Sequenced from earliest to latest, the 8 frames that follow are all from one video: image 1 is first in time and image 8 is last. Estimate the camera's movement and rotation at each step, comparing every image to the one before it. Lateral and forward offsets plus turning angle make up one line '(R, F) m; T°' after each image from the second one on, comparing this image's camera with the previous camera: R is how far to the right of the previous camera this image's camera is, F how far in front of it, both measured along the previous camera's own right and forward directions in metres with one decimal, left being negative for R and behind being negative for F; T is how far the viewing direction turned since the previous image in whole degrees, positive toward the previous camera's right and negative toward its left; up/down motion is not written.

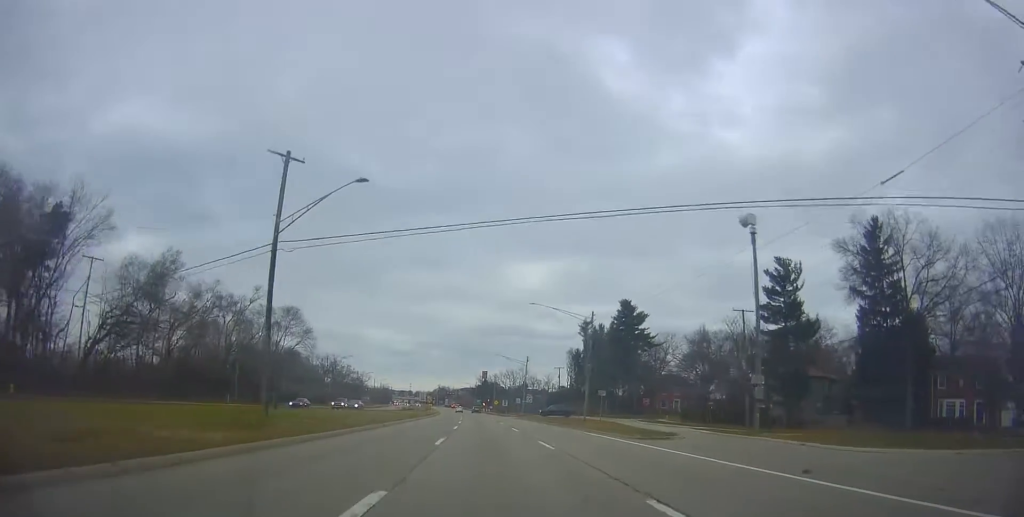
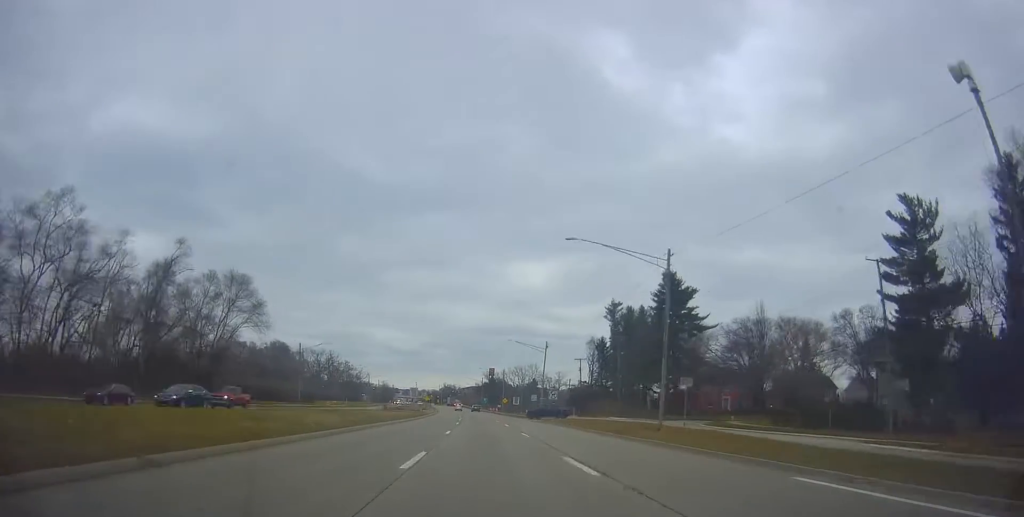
(+0.4, +22.8) m; +1°
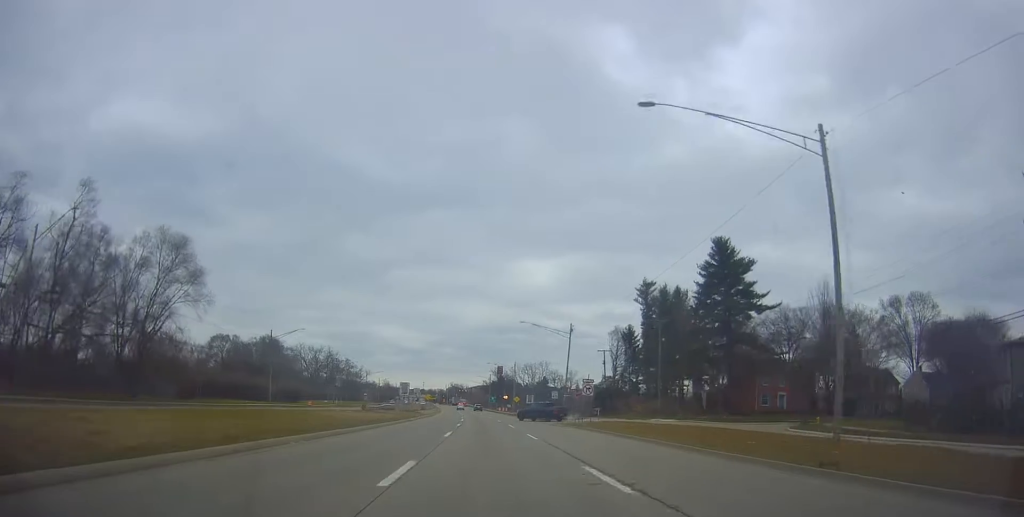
(0.0, +17.6) m; -2°
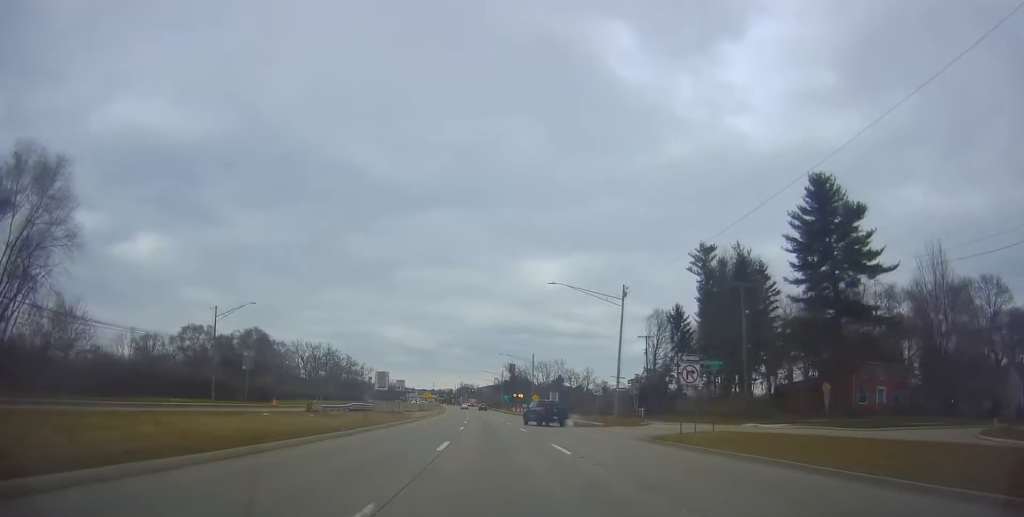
(-0.7, +21.9) m; -2°
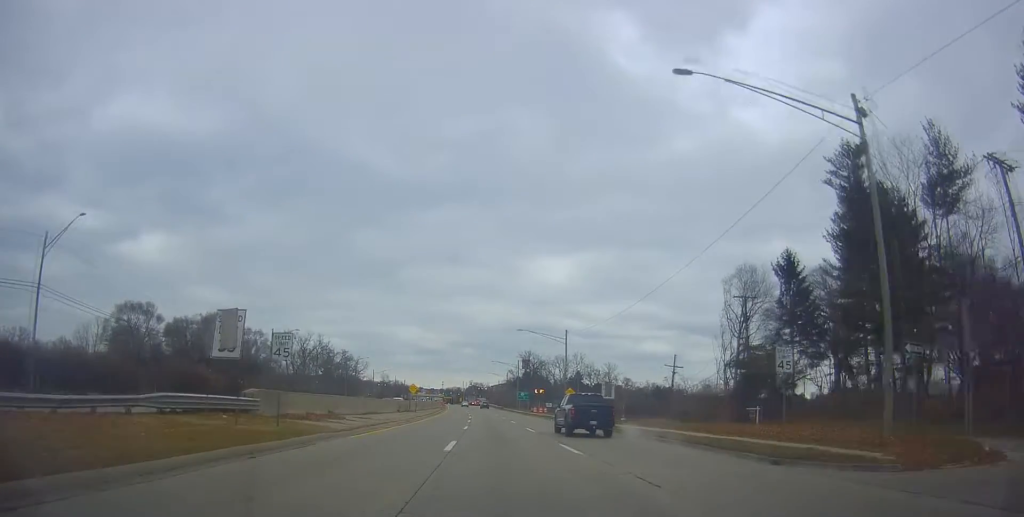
(-0.2, +31.4) m; 0°
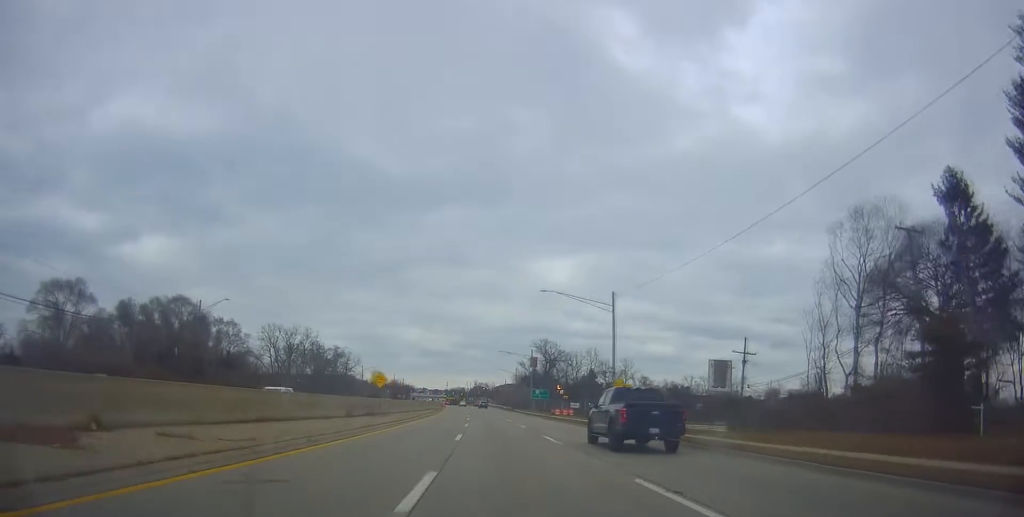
(0.0, +24.7) m; 0°
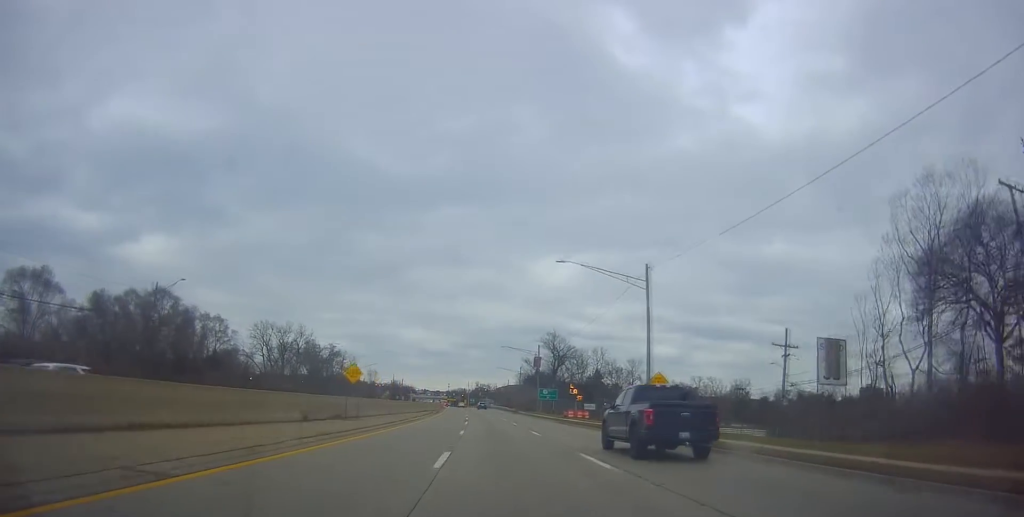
(0.0, +9.9) m; 0°
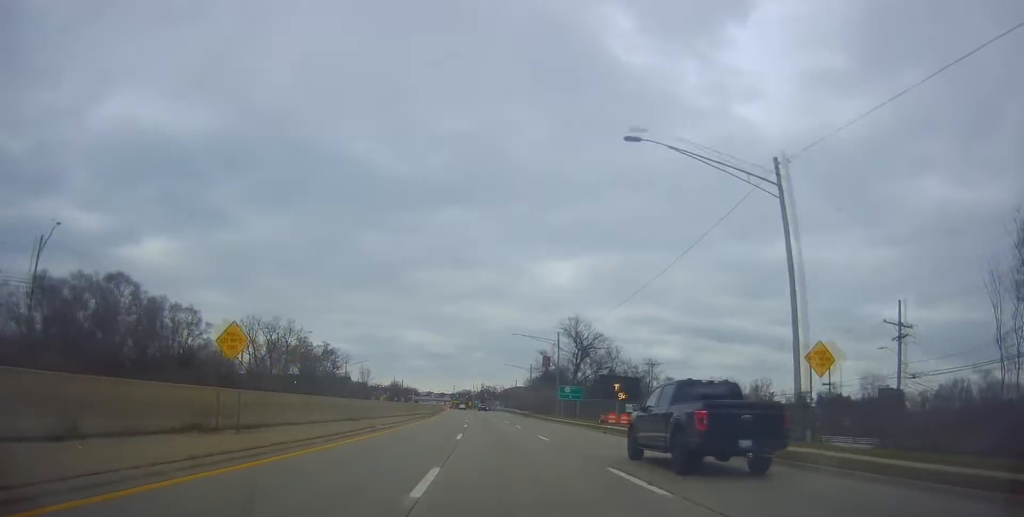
(0.0, +18.5) m; -2°
